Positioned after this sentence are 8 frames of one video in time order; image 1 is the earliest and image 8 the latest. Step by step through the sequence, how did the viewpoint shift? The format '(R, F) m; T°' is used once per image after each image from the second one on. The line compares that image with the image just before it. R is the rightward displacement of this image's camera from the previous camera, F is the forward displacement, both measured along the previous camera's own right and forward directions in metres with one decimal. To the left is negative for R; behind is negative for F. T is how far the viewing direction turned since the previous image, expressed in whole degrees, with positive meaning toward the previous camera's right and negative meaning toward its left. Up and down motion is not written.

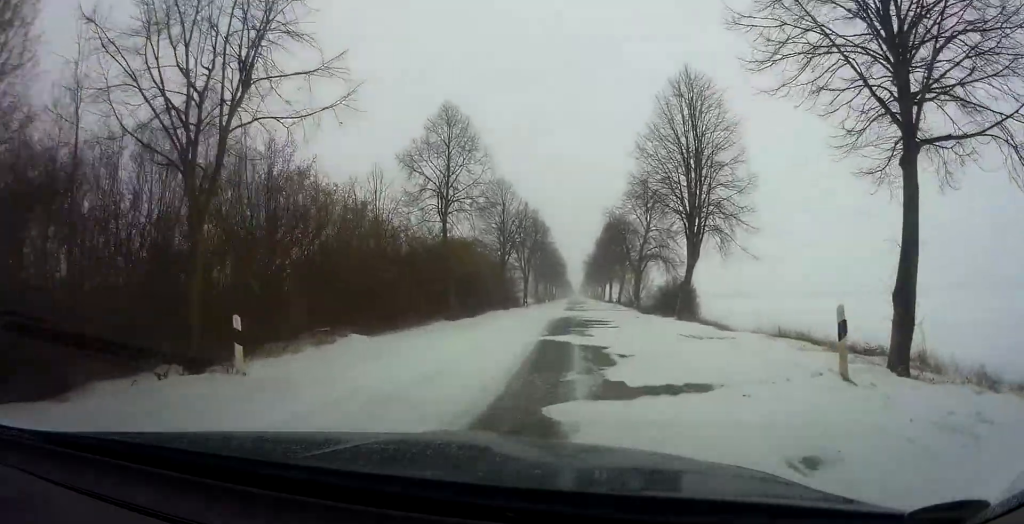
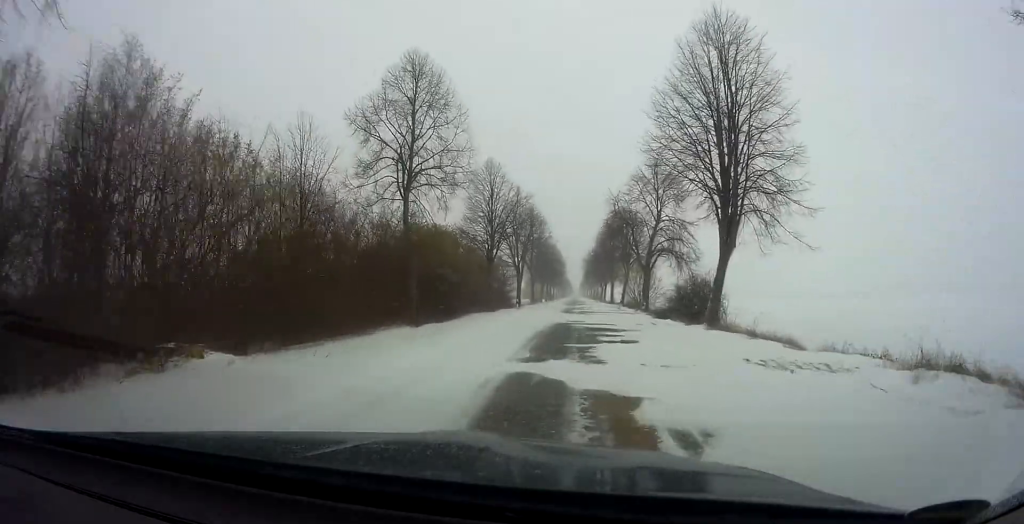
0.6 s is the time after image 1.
(+0.2, +7.1) m; +2°
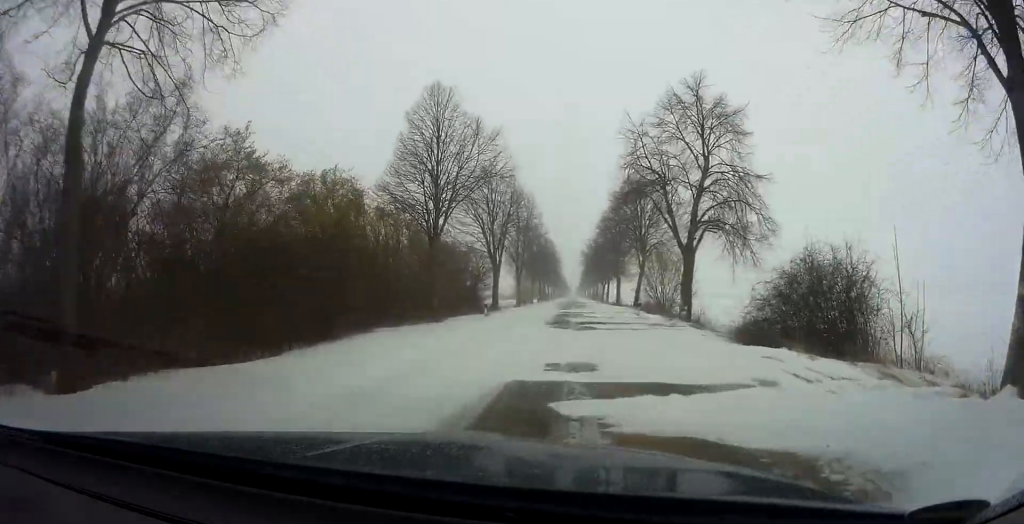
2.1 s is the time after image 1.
(+0.5, +17.5) m; -1°
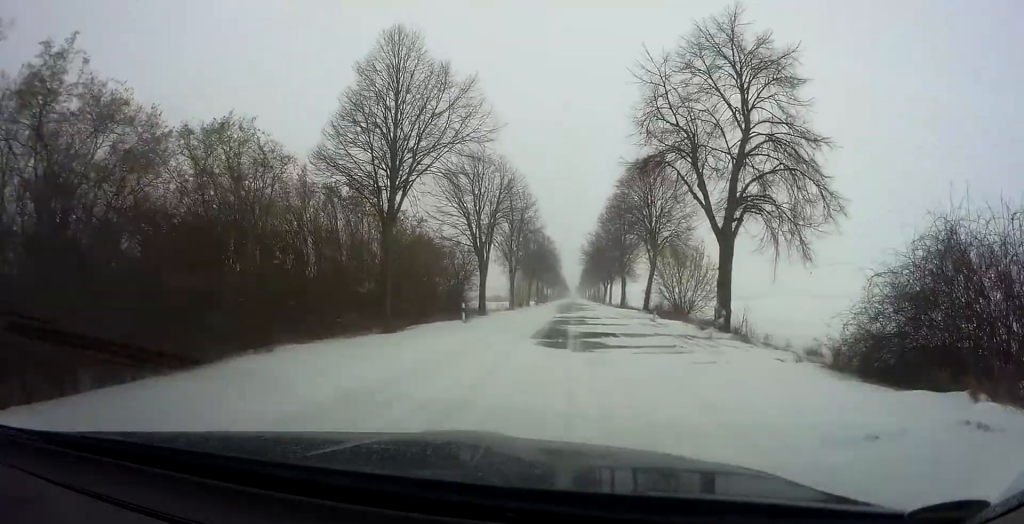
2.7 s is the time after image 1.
(-0.3, +6.8) m; -2°
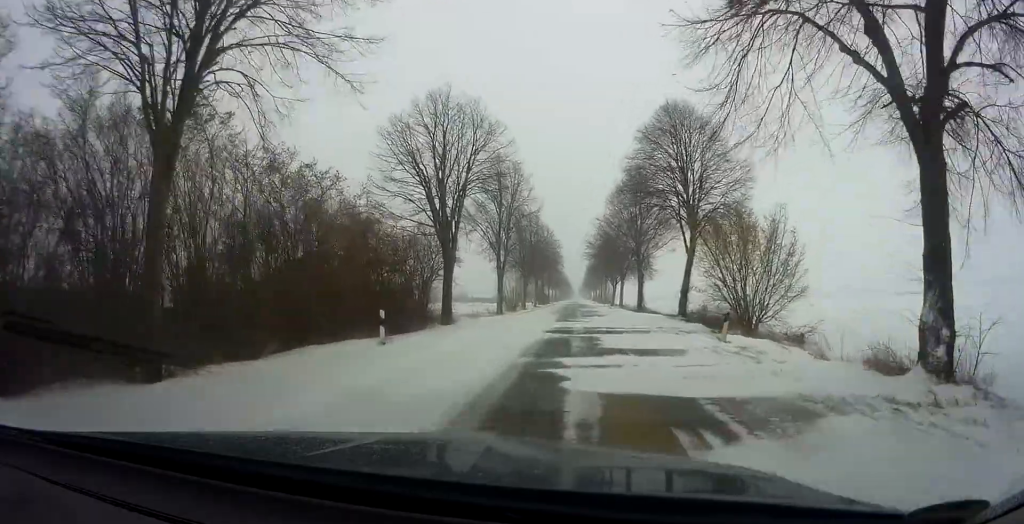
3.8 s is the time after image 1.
(-0.3, +12.4) m; +1°
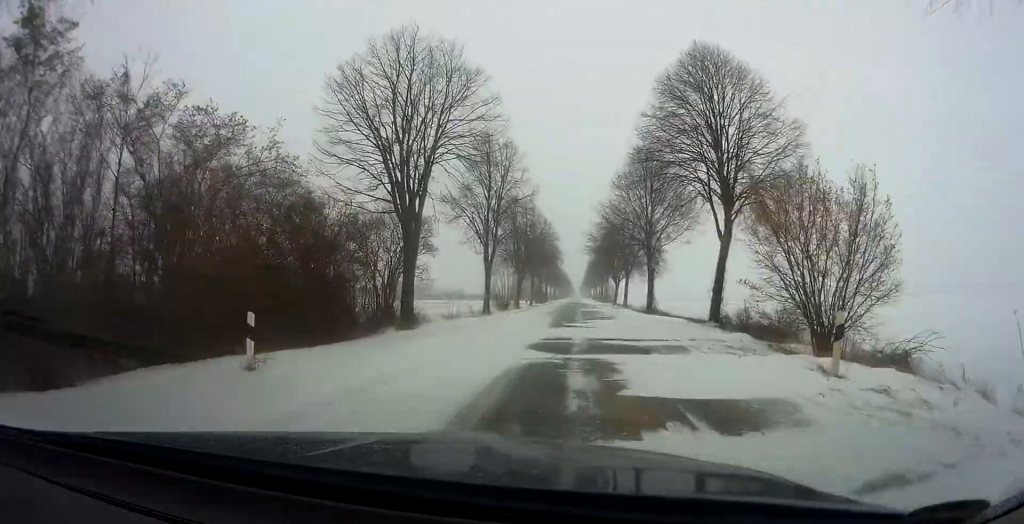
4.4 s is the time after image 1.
(+0.1, +6.8) m; +2°
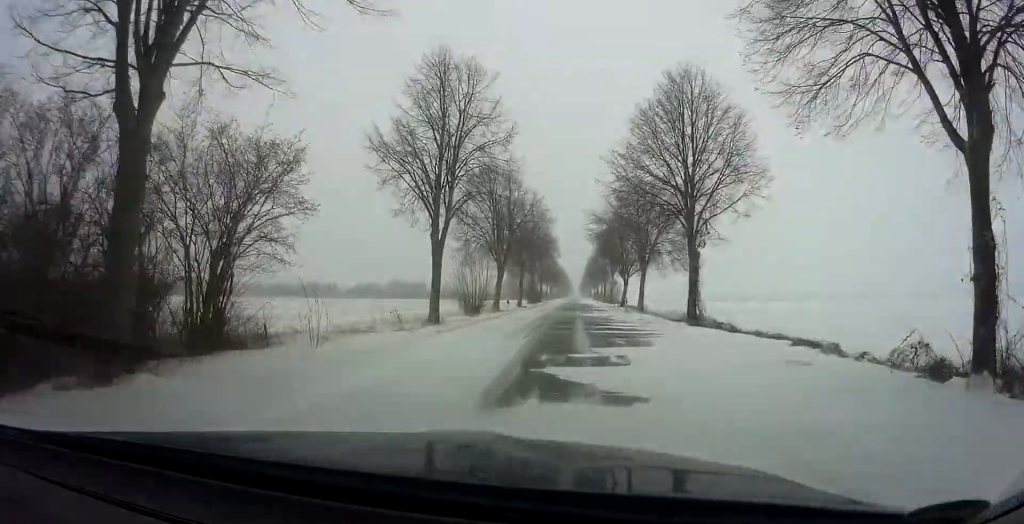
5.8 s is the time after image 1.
(+0.6, +15.8) m; 0°
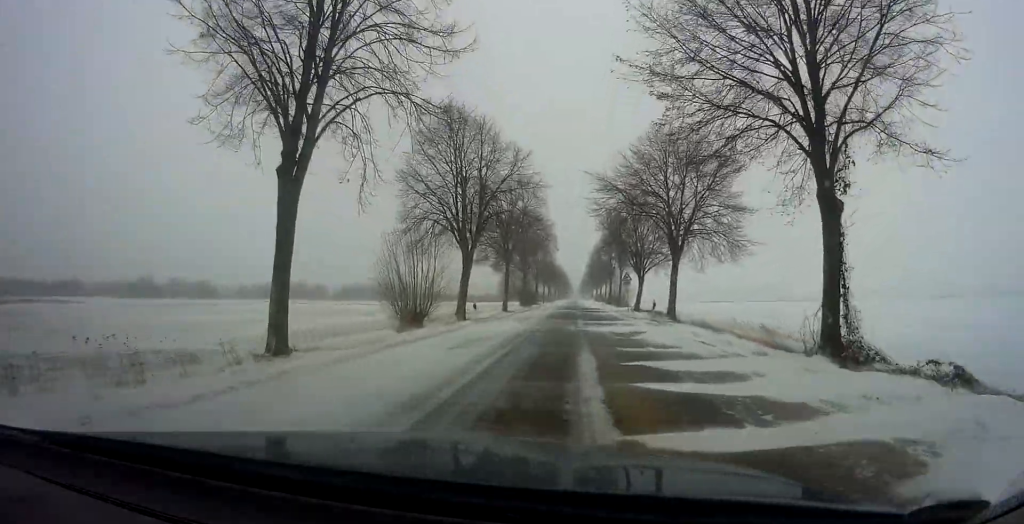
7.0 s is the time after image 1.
(-0.5, +14.7) m; -3°
